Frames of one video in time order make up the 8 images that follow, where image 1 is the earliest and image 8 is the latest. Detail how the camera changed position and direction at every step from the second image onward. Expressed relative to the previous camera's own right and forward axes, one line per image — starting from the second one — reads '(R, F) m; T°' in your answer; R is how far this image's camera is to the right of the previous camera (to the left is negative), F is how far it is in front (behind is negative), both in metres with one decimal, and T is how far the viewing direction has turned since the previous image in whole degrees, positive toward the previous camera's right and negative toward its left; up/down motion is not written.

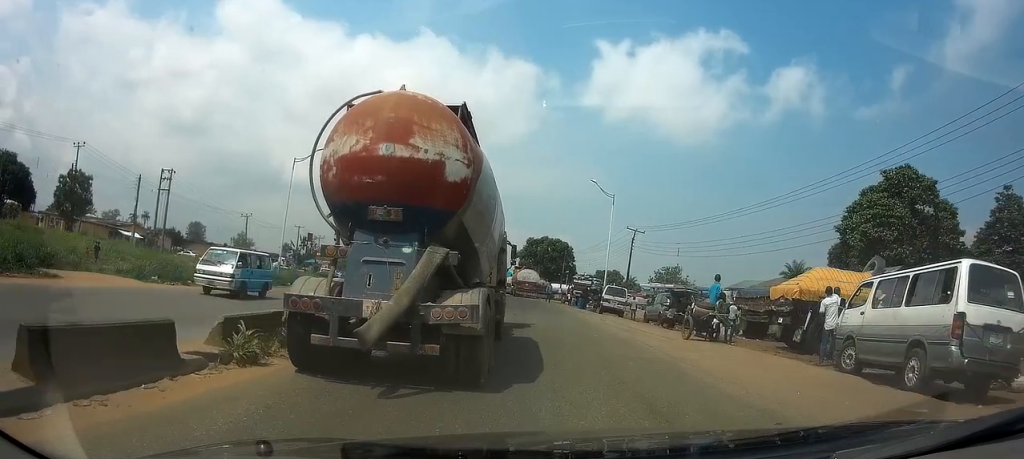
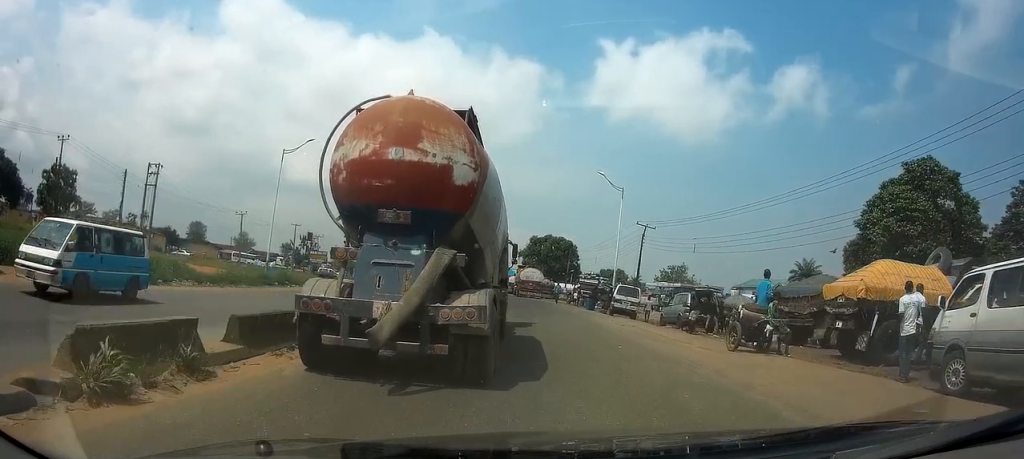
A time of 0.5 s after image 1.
(0.0, +3.3) m; 0°
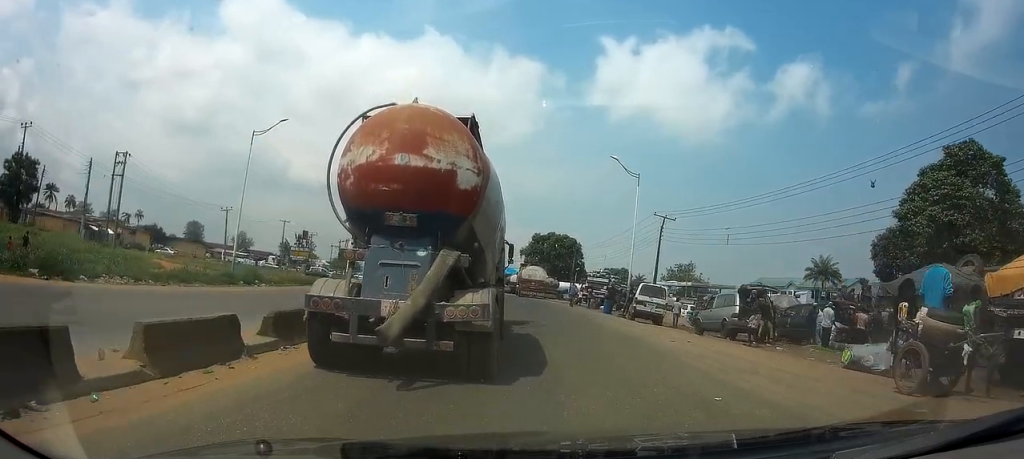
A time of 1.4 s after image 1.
(-0.1, +6.0) m; -1°
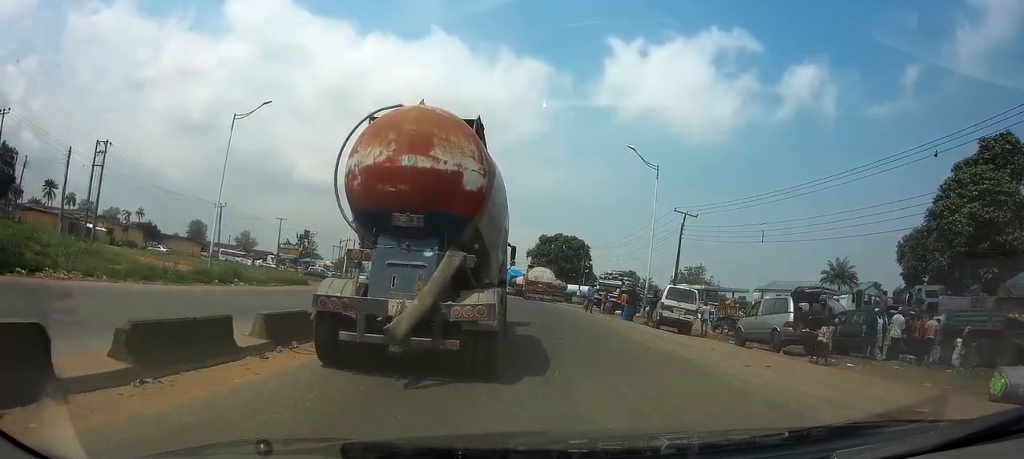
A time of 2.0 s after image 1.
(0.0, +4.1) m; 0°
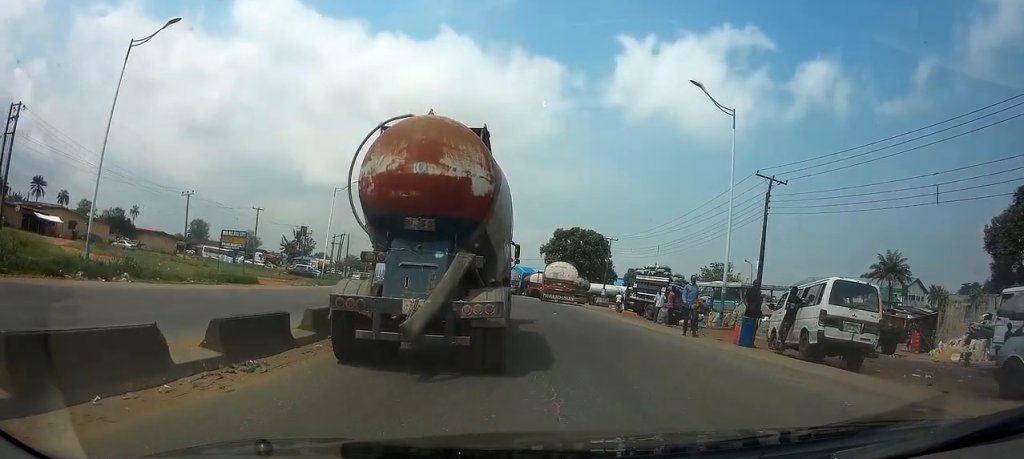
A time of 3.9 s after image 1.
(0.0, +13.3) m; 0°
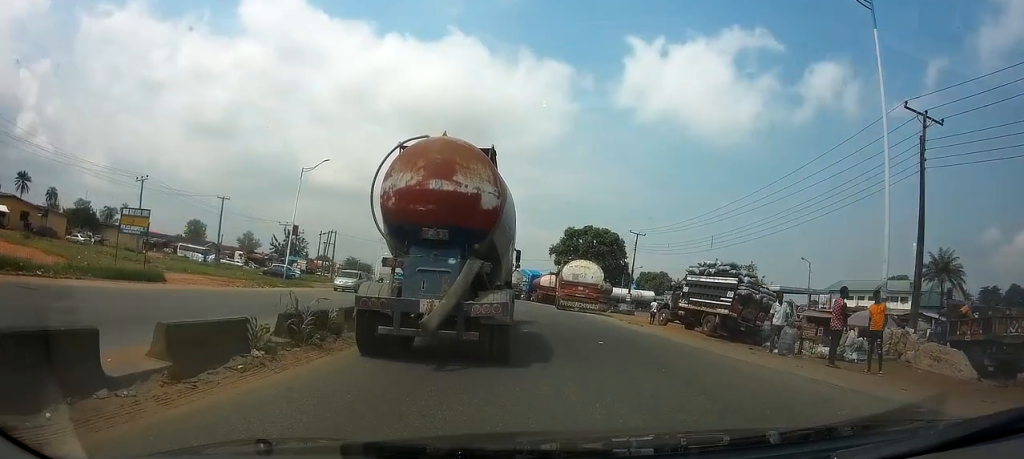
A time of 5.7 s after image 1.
(0.0, +12.3) m; -2°
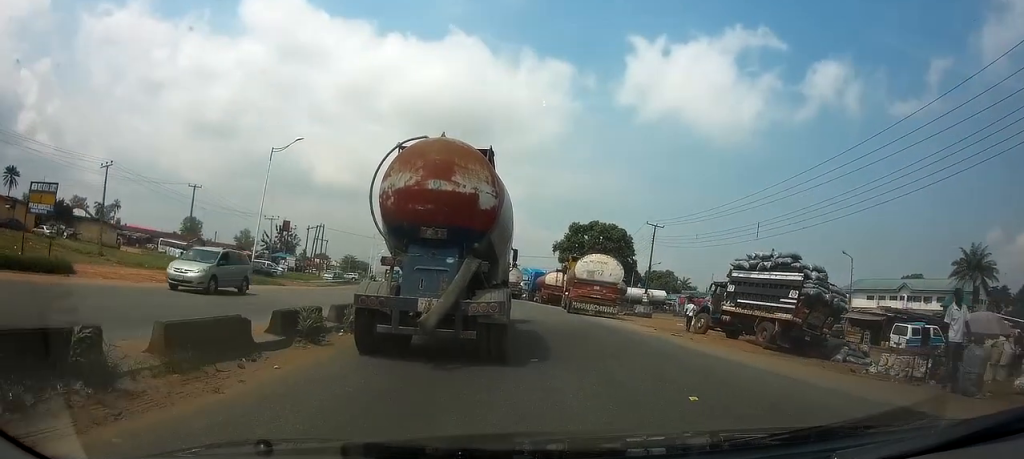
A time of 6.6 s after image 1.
(0.0, +7.2) m; 0°
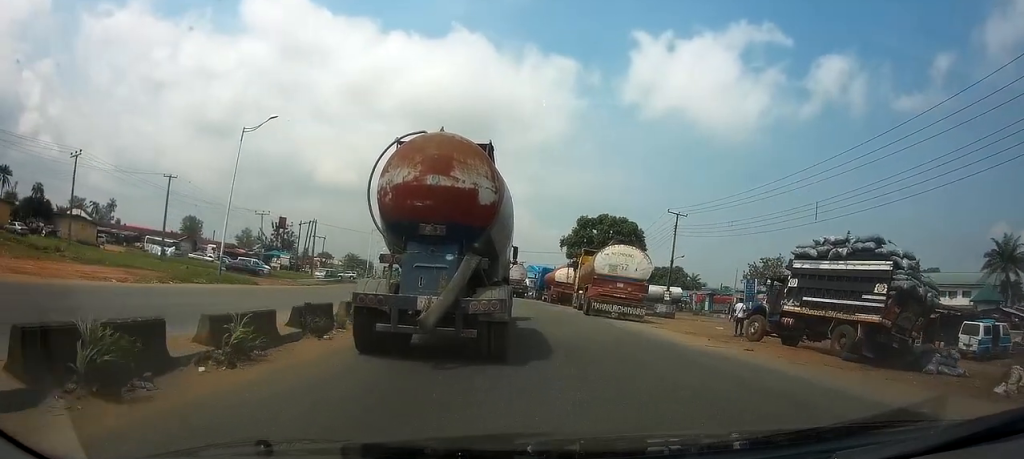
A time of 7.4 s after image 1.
(0.0, +6.0) m; 0°
